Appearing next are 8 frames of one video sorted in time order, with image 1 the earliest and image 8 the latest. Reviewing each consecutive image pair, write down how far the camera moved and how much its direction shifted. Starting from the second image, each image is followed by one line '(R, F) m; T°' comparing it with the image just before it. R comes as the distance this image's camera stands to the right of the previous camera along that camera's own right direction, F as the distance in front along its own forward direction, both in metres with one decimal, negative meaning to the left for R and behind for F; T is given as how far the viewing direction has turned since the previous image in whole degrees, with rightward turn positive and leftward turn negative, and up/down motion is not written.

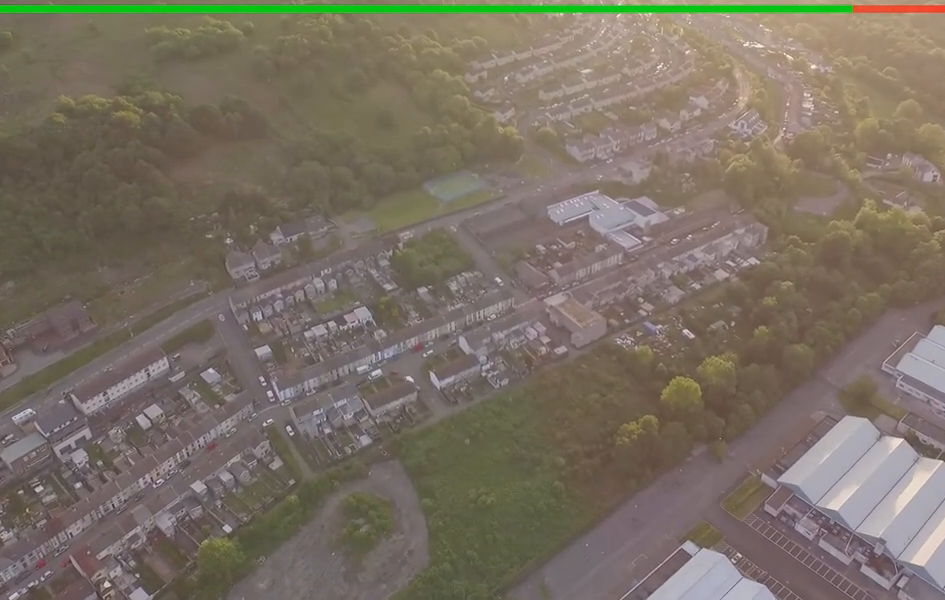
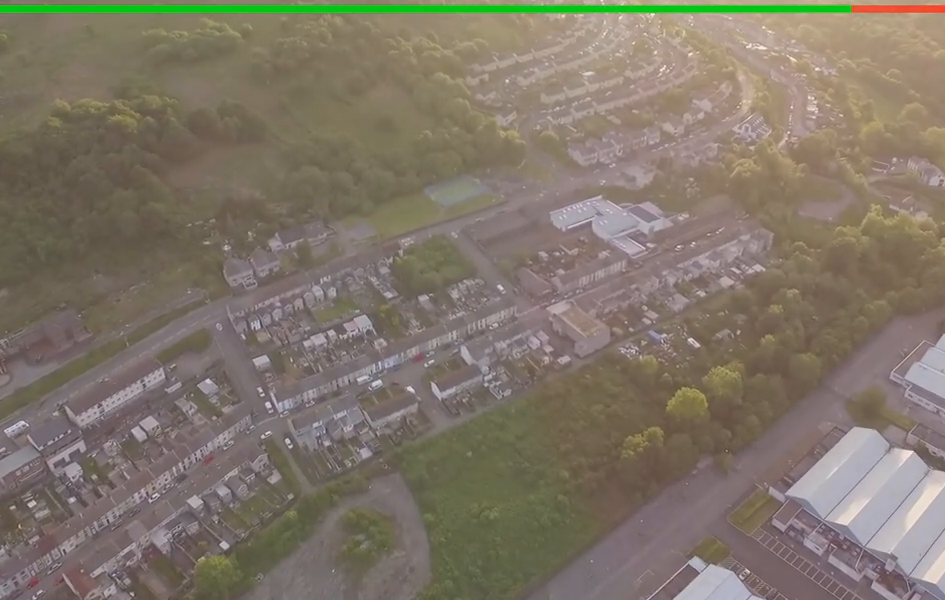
(0.0, +7.2) m; 0°
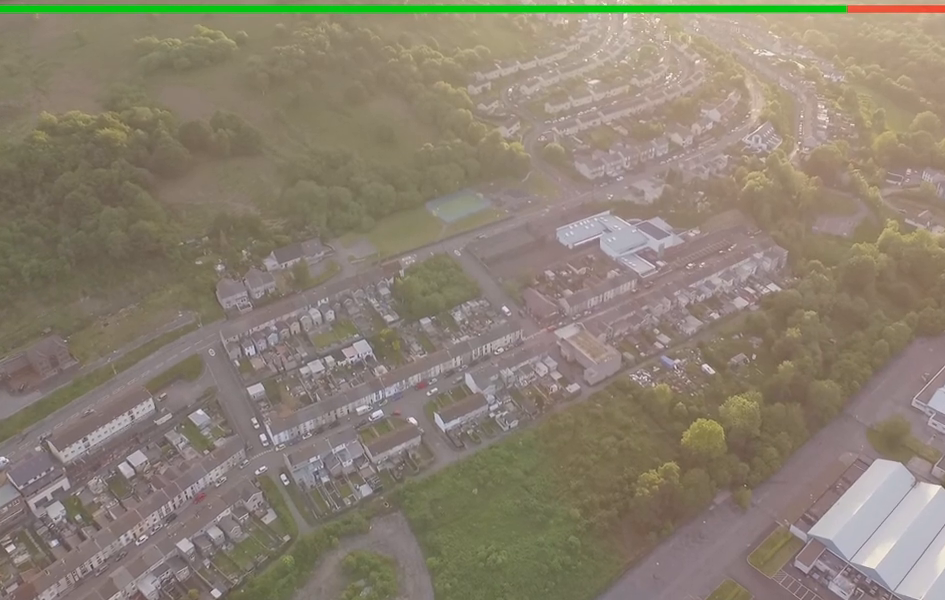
(-0.1, +17.8) m; 0°
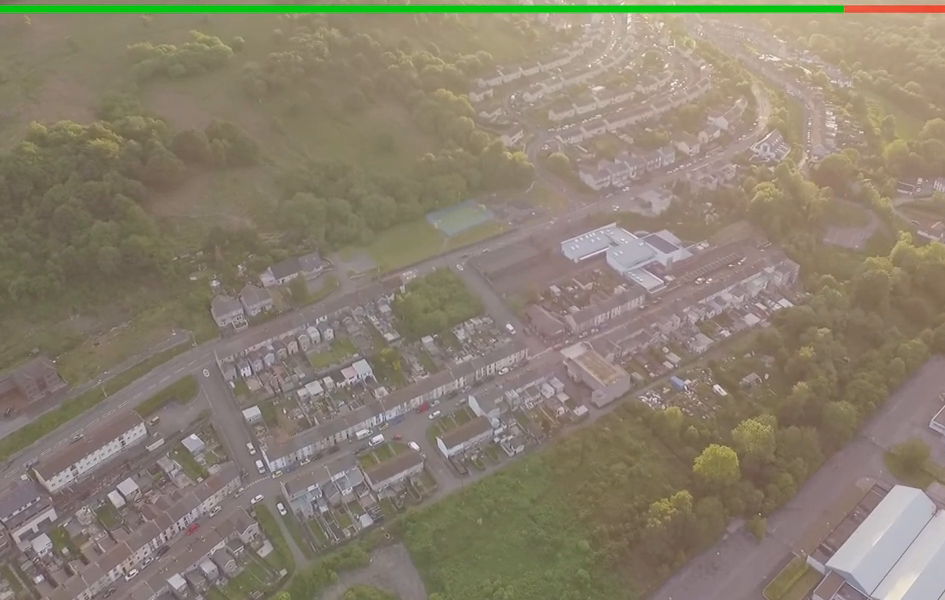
(0.0, +11.8) m; +1°
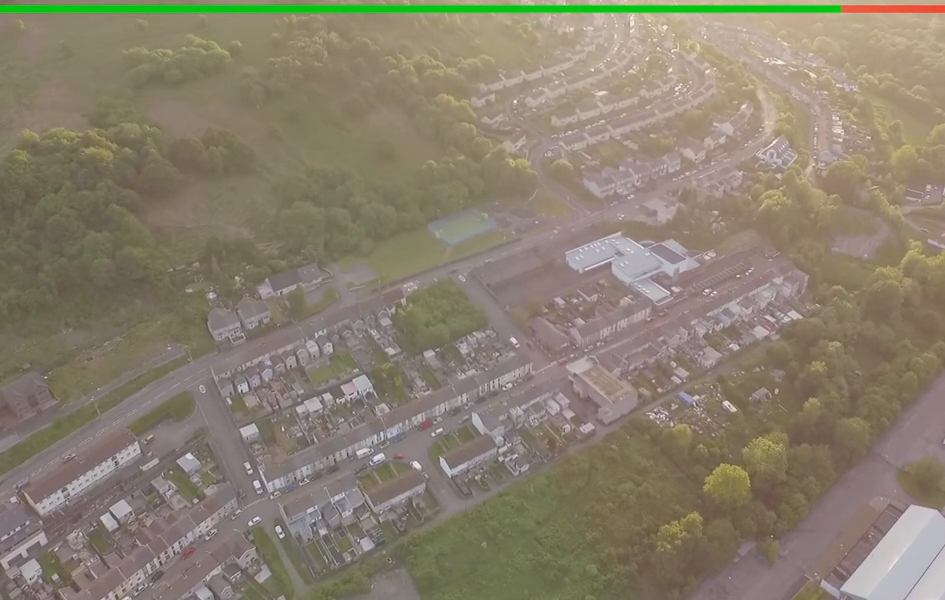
(0.0, +8.4) m; +1°
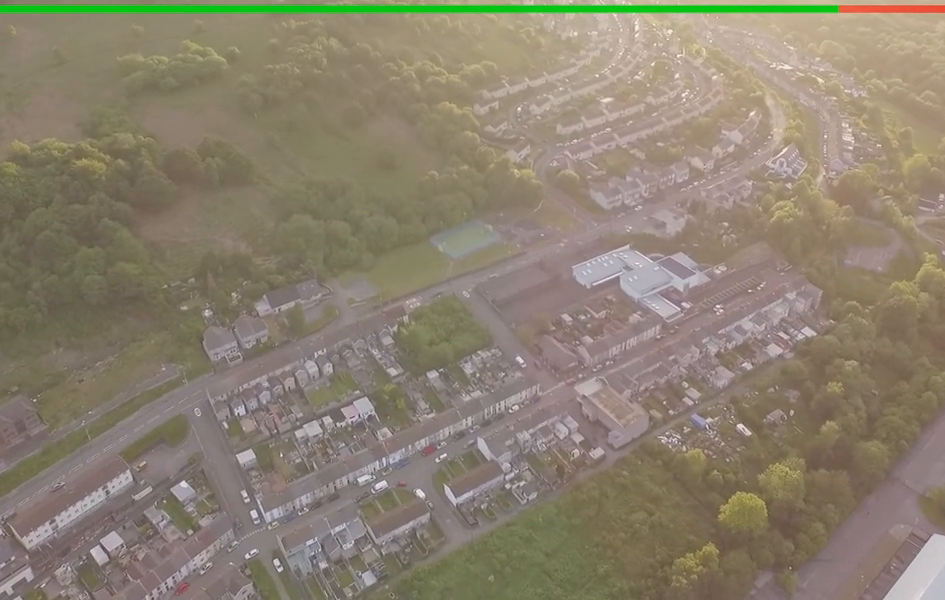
(+0.1, +14.7) m; 0°
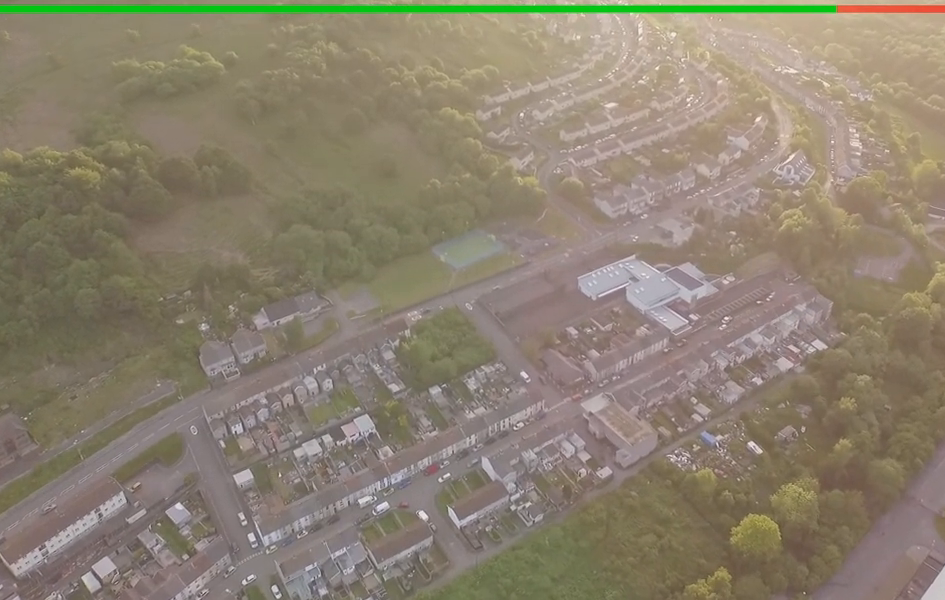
(0.0, +8.5) m; 0°
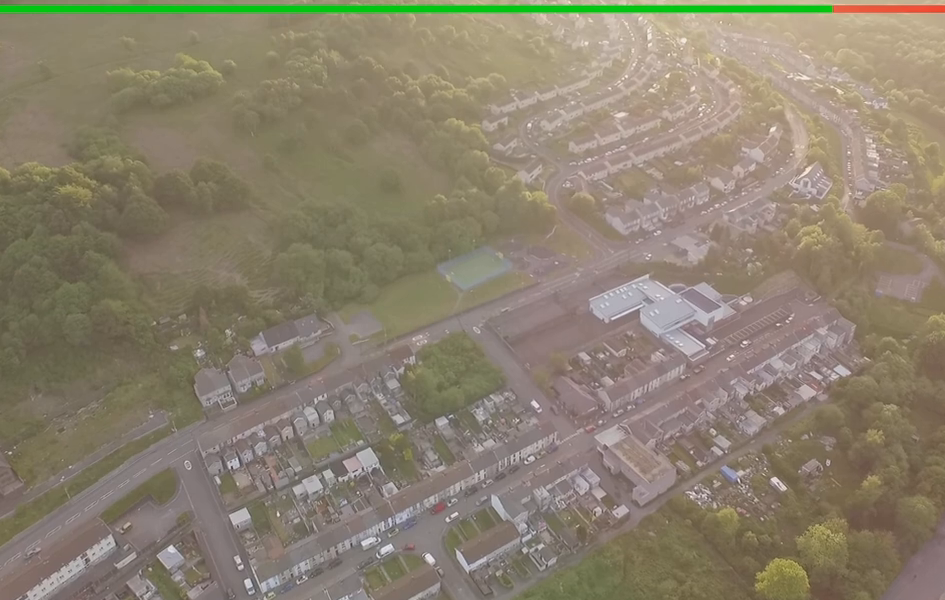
(0.0, +16.5) m; 0°
